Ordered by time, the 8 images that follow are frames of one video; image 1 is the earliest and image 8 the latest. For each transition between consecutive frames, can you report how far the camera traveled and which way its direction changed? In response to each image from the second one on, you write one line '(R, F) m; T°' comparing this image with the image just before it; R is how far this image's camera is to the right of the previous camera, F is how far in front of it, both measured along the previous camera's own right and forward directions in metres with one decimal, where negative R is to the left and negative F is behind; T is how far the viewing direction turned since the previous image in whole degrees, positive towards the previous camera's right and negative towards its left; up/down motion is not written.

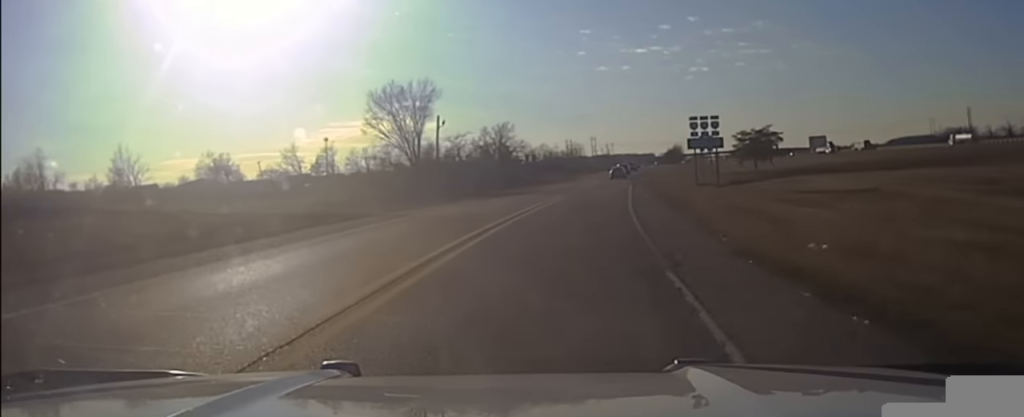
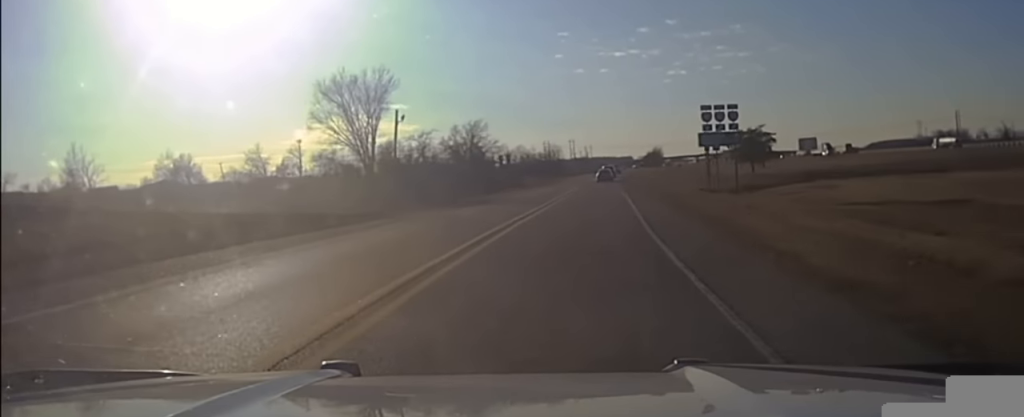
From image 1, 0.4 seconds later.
(0.0, +14.0) m; +1°
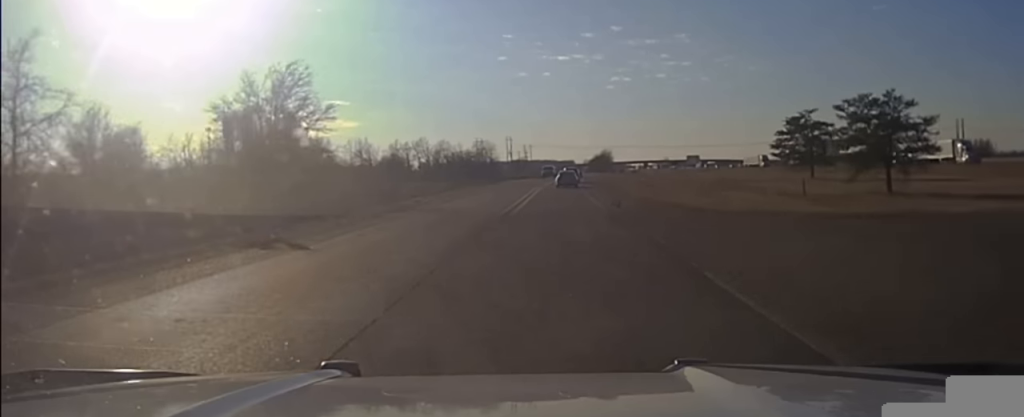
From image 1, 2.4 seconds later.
(+4.4, +65.1) m; +8°
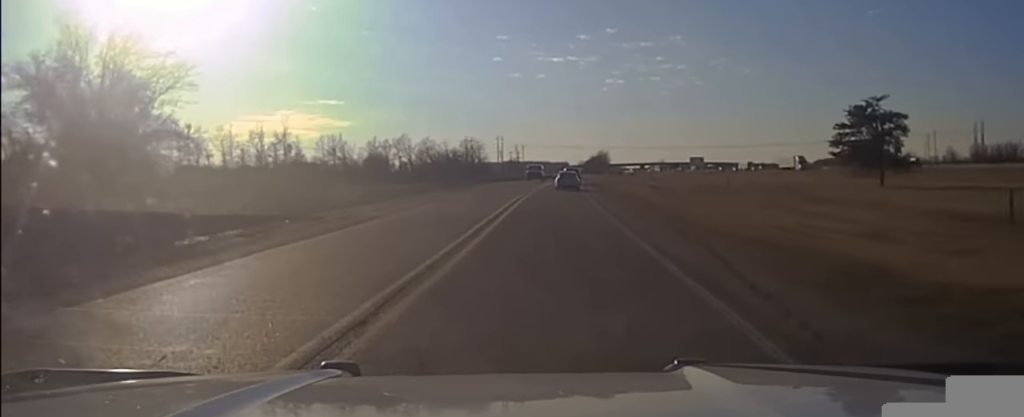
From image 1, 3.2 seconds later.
(+0.1, +24.4) m; +1°
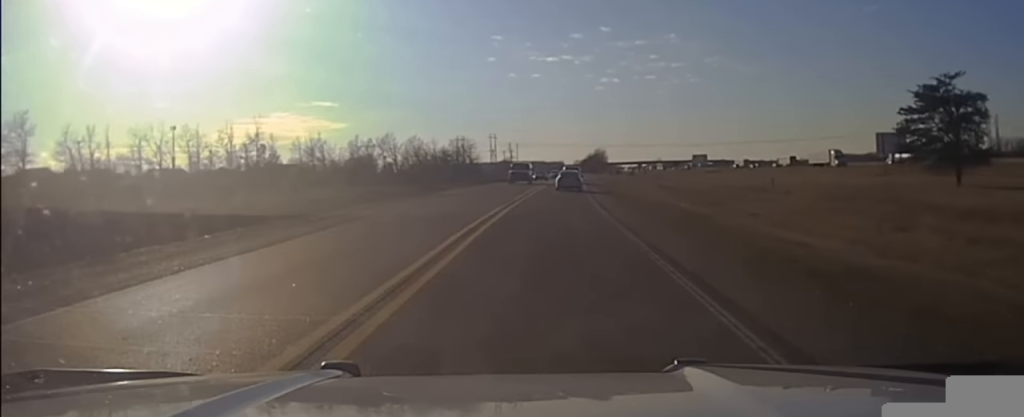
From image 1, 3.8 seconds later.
(+0.2, +16.4) m; +1°
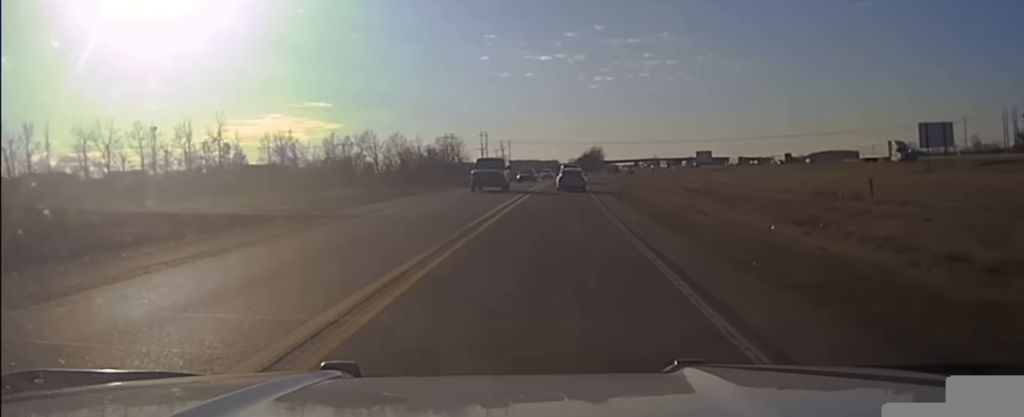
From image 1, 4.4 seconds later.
(+0.1, +16.9) m; +1°
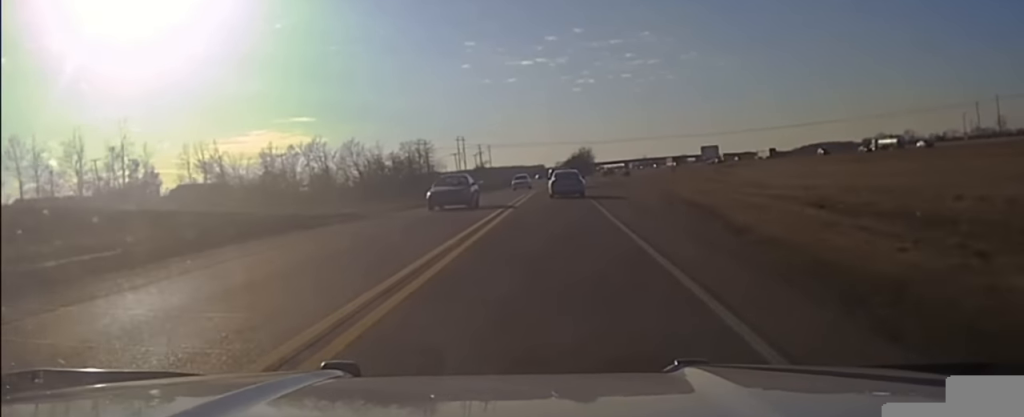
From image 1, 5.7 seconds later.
(+0.2, +38.6) m; 0°
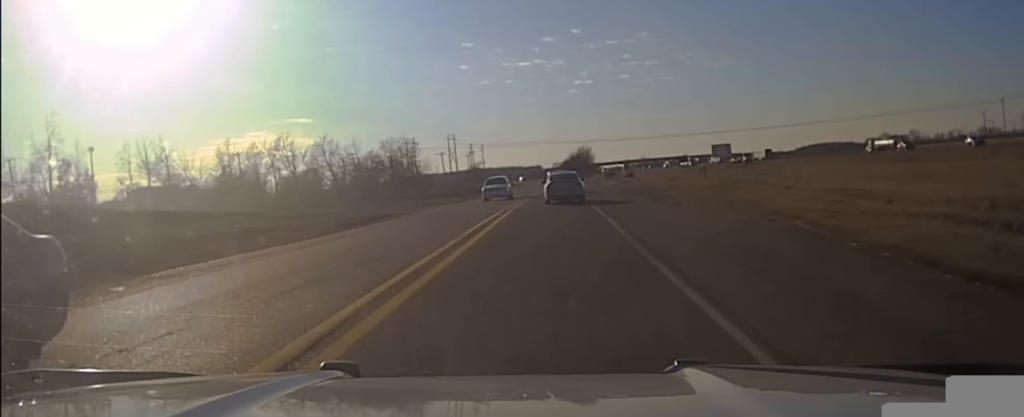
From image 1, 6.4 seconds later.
(0.0, +23.6) m; 0°
